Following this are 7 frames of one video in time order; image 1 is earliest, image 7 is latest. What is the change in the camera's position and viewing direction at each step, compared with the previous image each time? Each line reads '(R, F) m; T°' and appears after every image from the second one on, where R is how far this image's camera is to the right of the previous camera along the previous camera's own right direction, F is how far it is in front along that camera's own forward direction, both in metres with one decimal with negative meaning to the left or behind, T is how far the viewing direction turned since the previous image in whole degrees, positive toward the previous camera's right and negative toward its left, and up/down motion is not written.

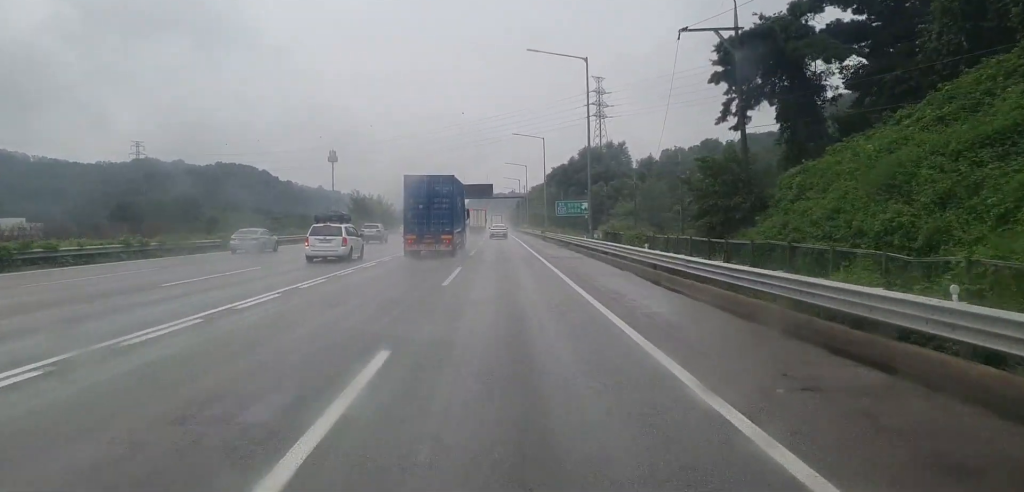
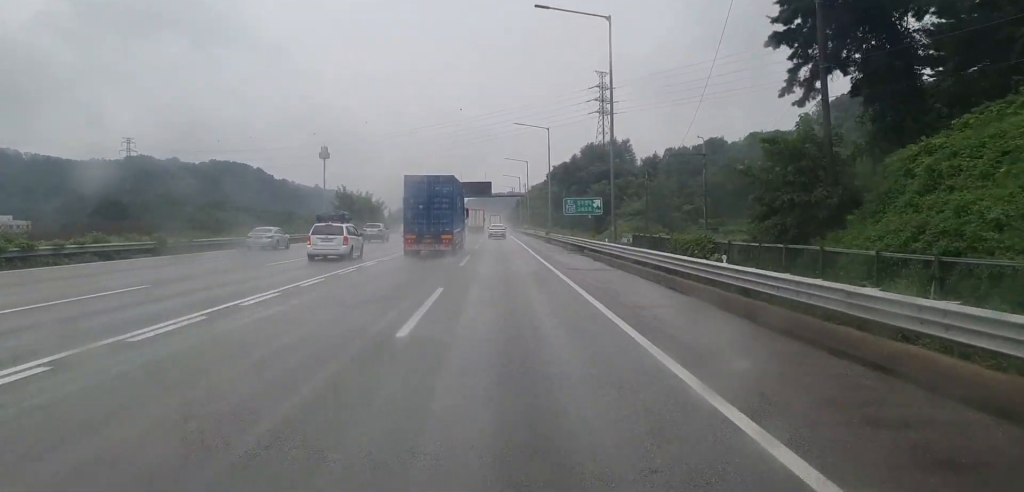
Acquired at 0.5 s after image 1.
(-0.1, +9.9) m; 0°
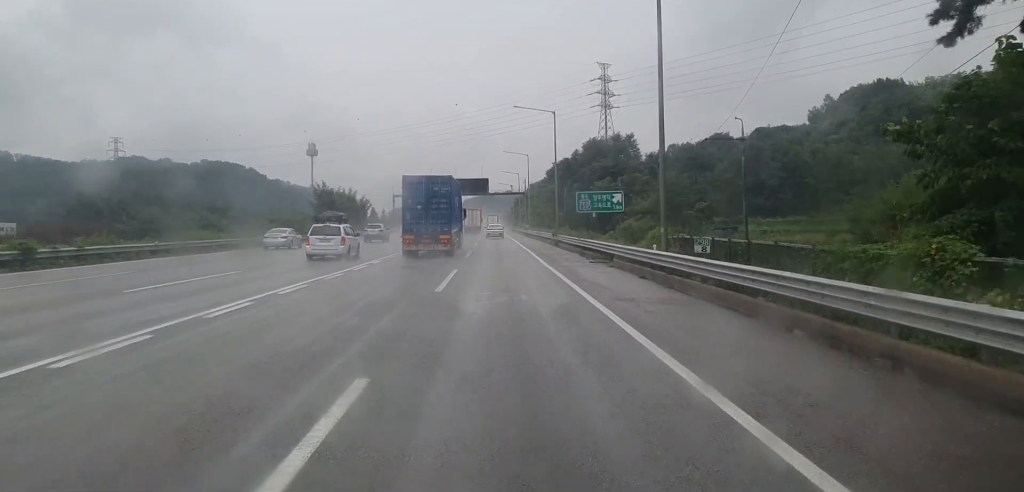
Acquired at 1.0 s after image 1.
(+0.2, +12.2) m; +1°
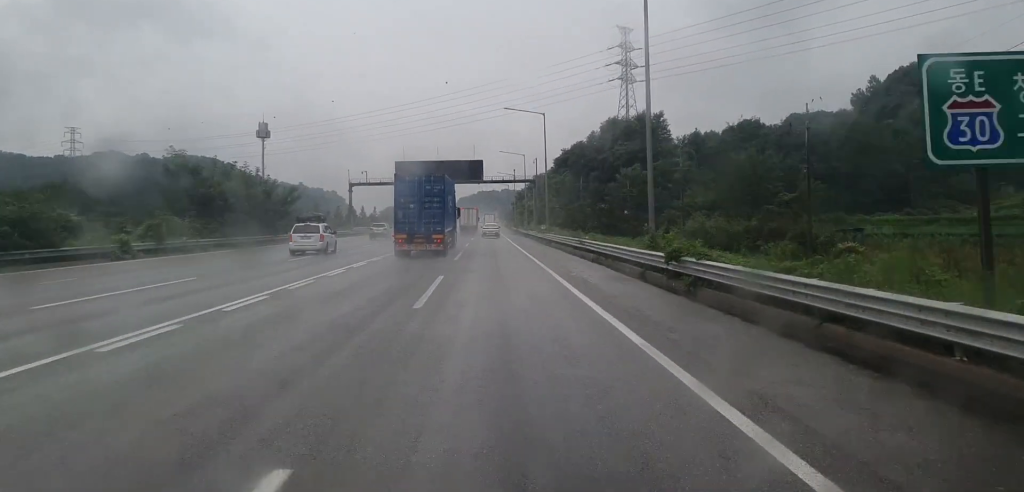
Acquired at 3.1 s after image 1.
(+0.3, +43.5) m; 0°
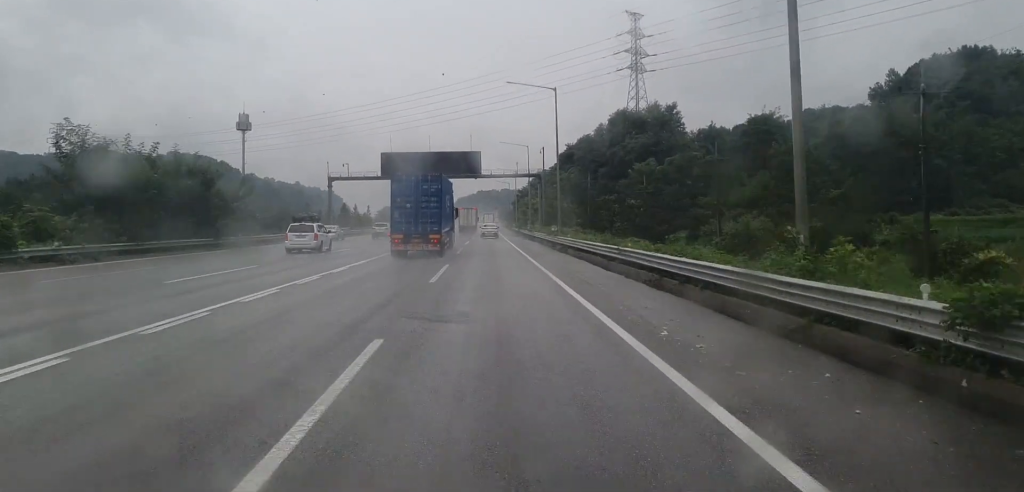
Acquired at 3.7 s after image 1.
(-0.1, +13.6) m; 0°
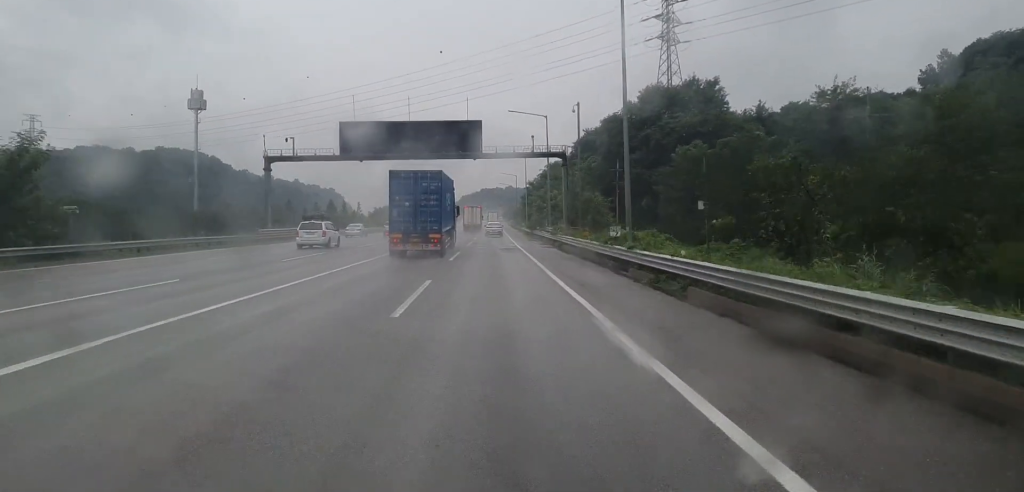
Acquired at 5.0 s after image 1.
(0.0, +28.7) m; 0°
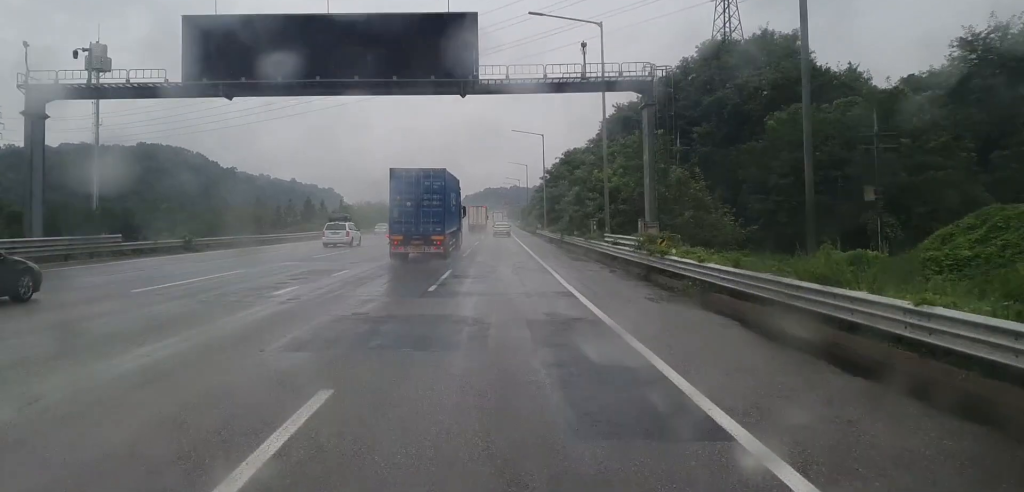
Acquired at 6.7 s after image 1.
(-0.2, +35.8) m; 0°
